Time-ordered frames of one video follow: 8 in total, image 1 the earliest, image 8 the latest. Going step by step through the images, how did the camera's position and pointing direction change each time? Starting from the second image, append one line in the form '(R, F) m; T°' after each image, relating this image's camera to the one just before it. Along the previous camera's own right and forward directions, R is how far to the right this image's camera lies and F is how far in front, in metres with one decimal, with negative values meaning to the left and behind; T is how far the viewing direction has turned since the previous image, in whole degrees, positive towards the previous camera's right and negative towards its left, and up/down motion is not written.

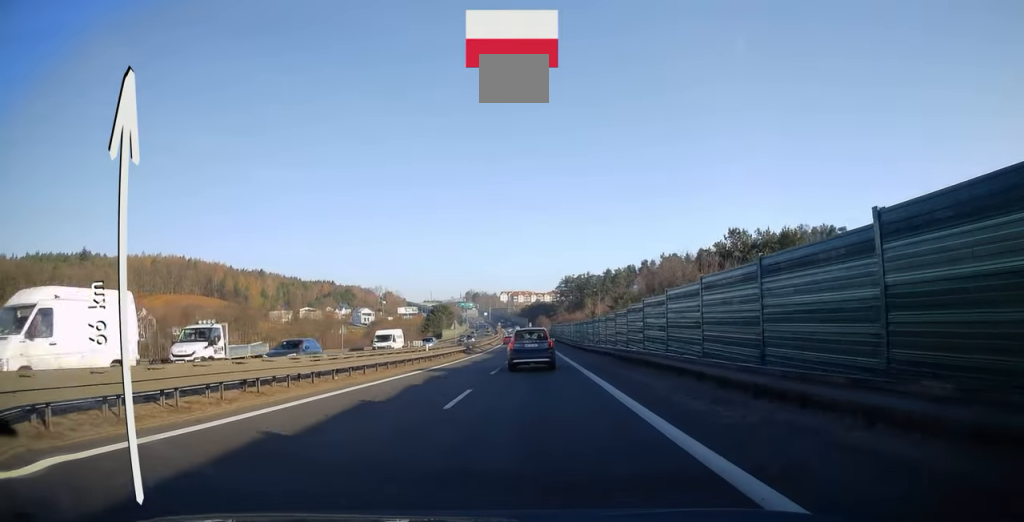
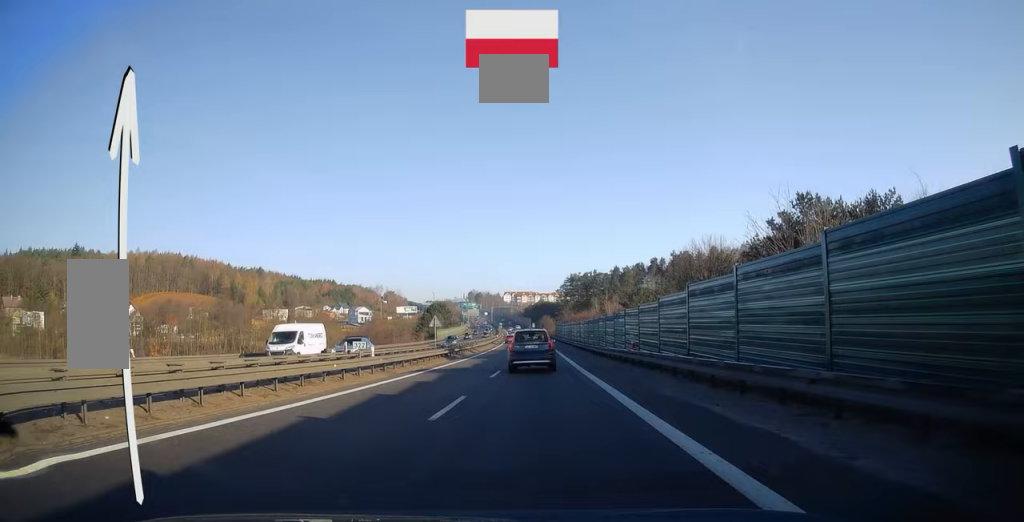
(-0.1, +13.1) m; 0°
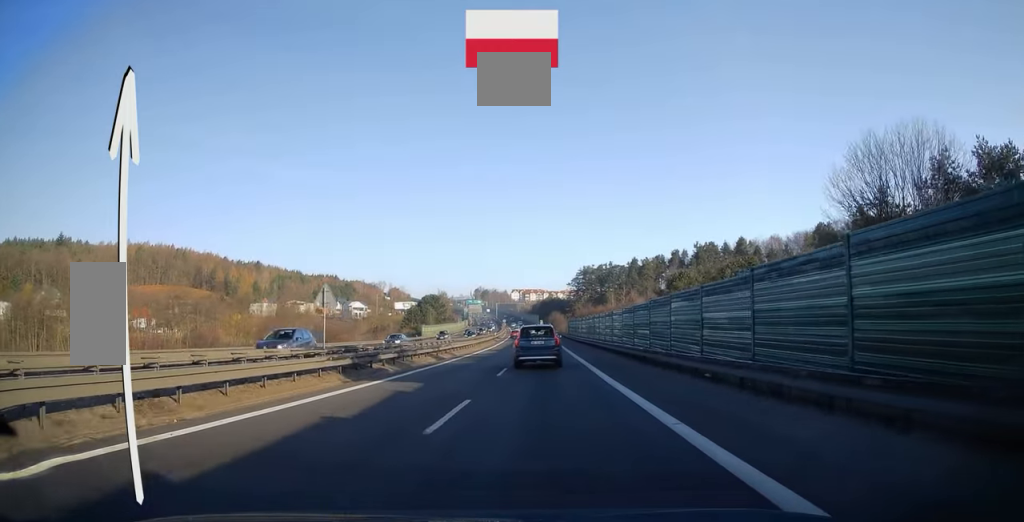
(+0.1, +25.2) m; 0°
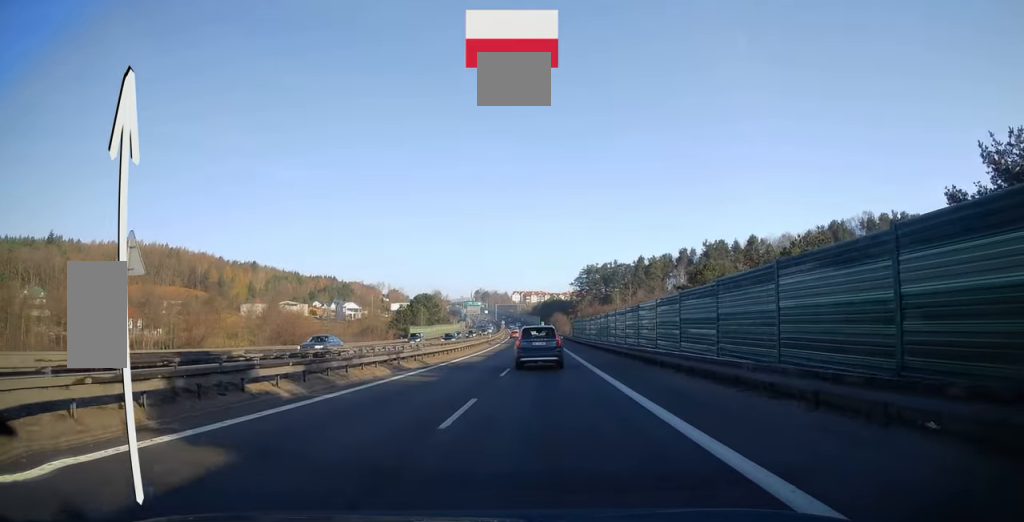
(-0.1, +11.2) m; 0°
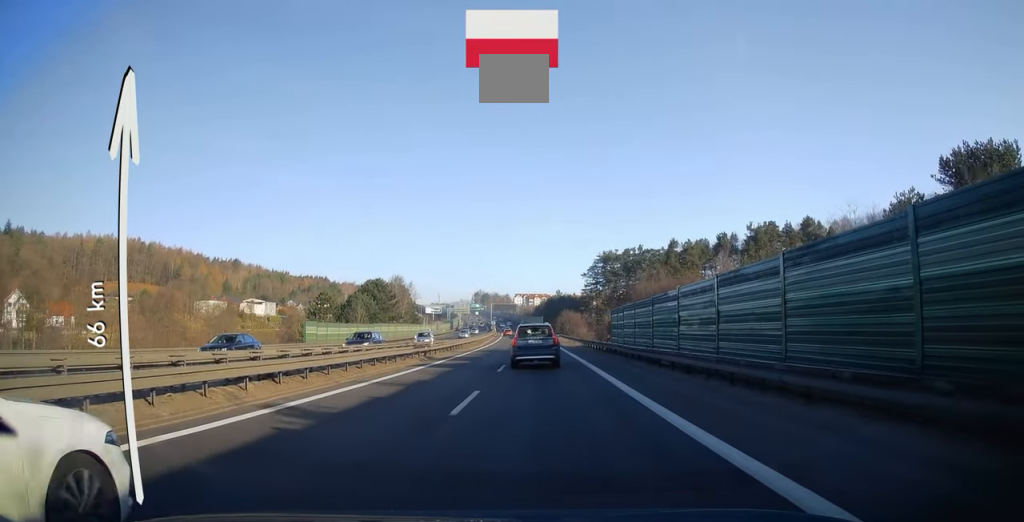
(-0.4, +45.0) m; -1°
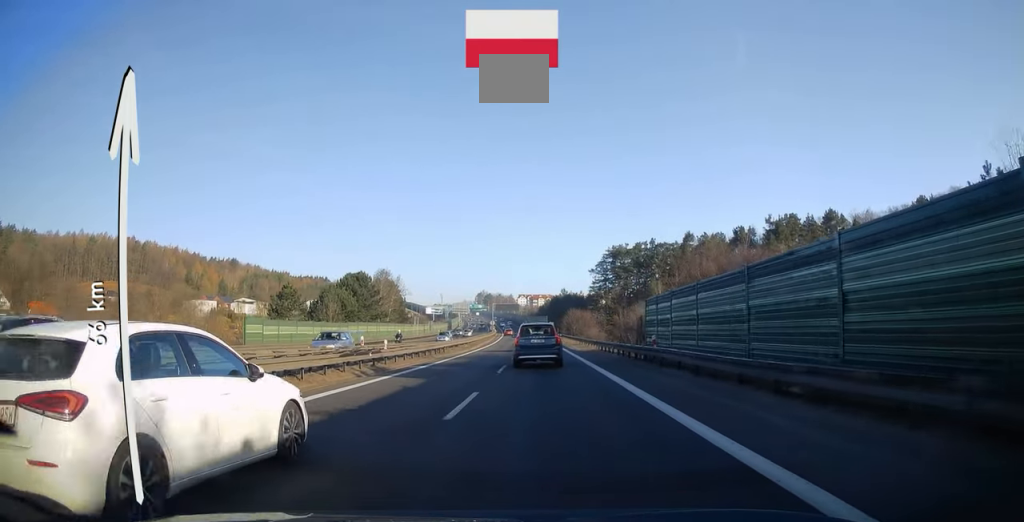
(-0.1, +12.5) m; 0°
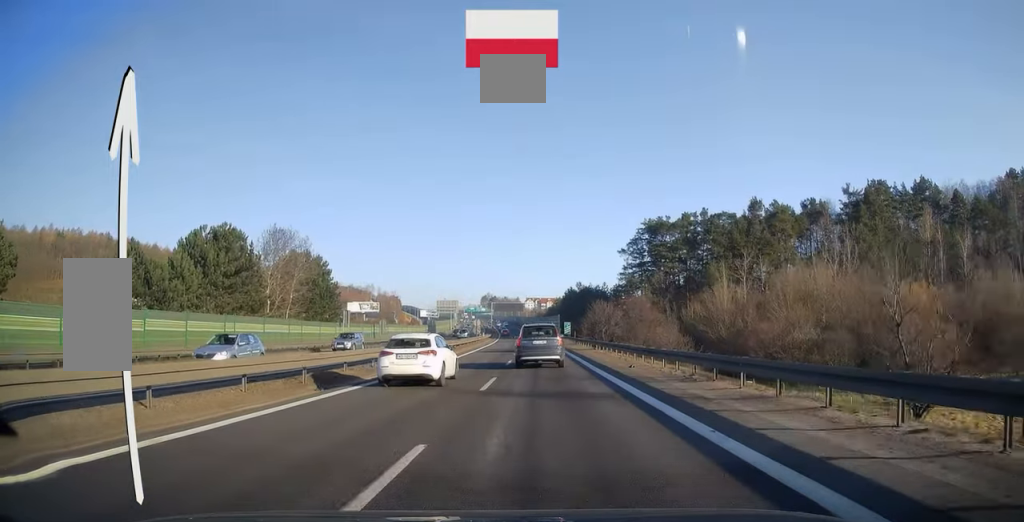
(-0.2, +41.8) m; -1°
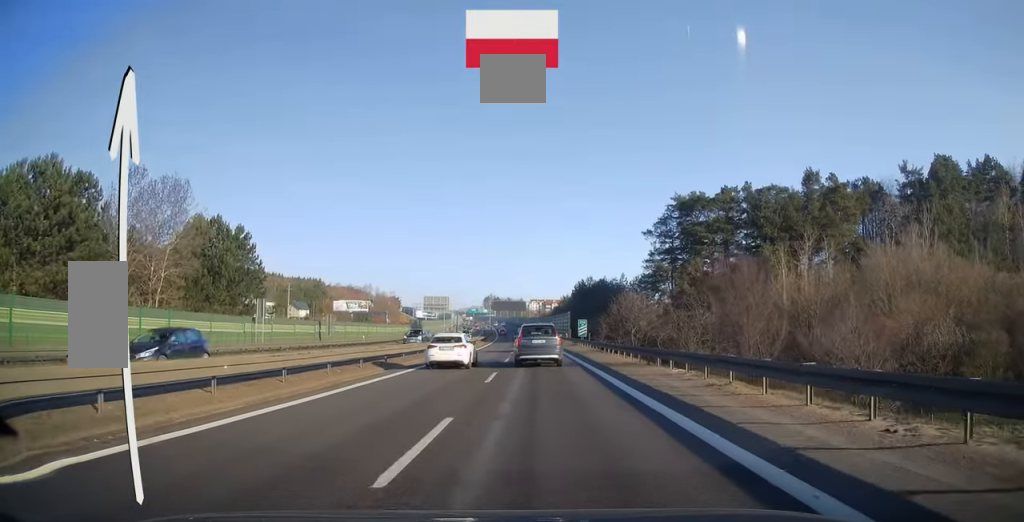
(-0.1, +21.2) m; 0°
